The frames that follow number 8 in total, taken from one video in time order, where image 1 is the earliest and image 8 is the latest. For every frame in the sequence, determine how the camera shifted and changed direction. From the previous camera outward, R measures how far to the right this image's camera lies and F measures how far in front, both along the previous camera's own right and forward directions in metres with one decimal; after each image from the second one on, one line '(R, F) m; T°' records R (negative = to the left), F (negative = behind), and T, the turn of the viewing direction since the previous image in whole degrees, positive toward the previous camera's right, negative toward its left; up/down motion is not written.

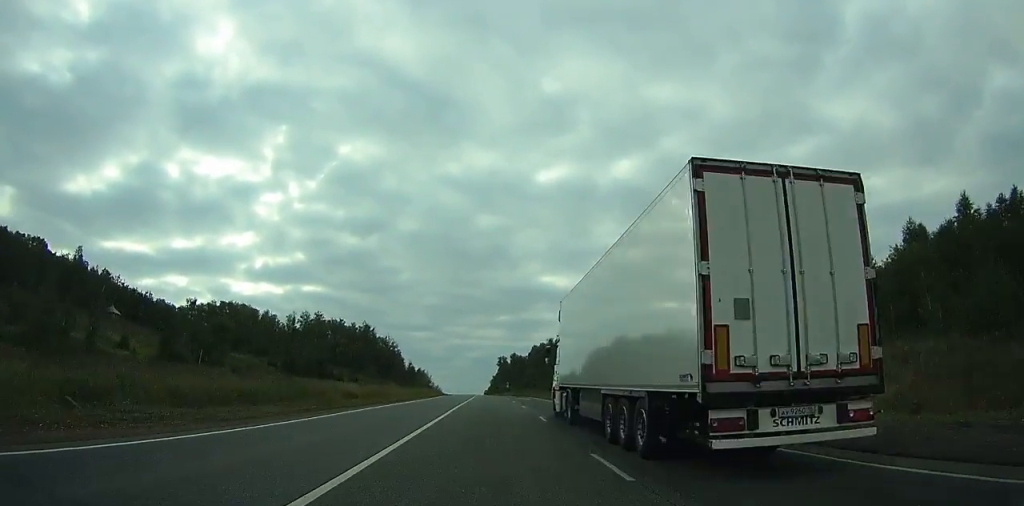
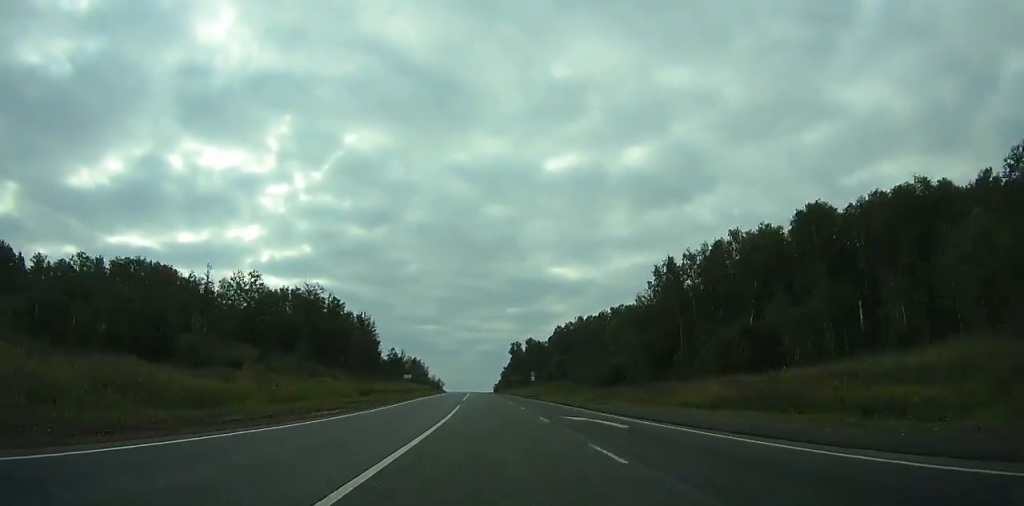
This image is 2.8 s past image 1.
(-0.3, +68.9) m; -1°
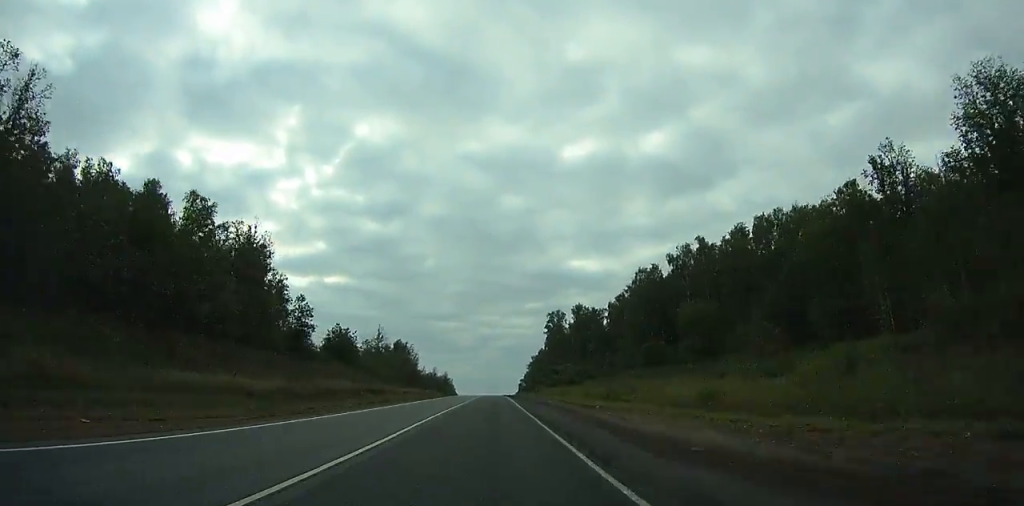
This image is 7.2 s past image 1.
(-2.1, +109.0) m; -2°
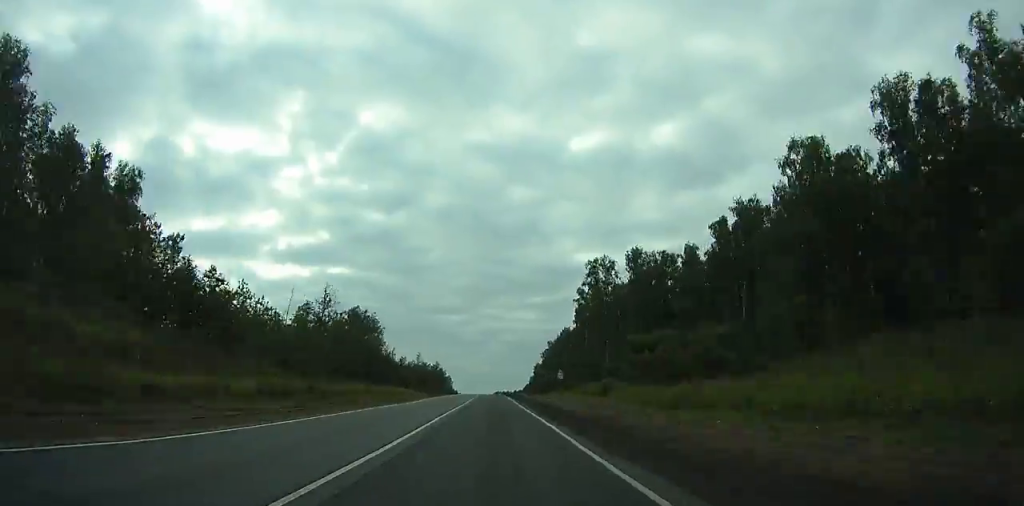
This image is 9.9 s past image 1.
(-0.1, +67.8) m; 0°
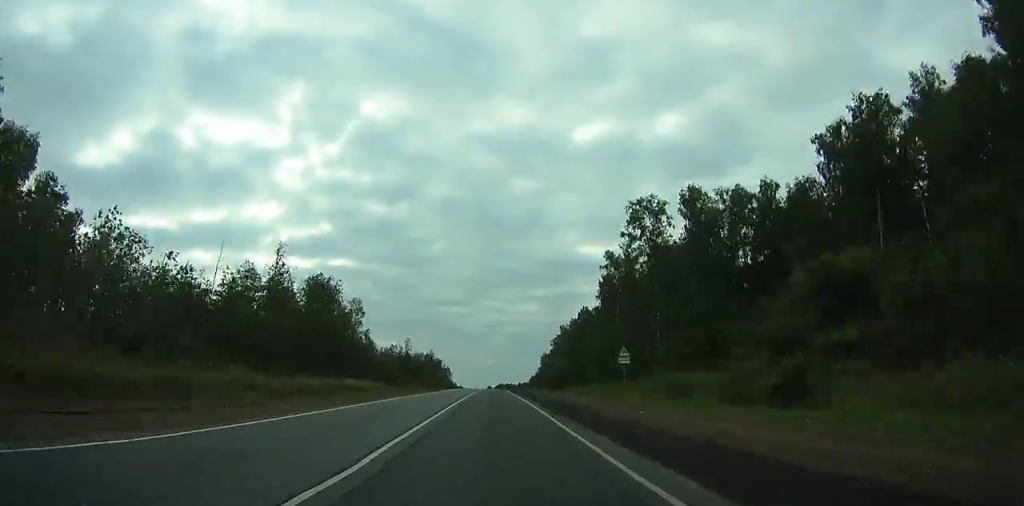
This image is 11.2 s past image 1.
(0.0, +33.0) m; 0°
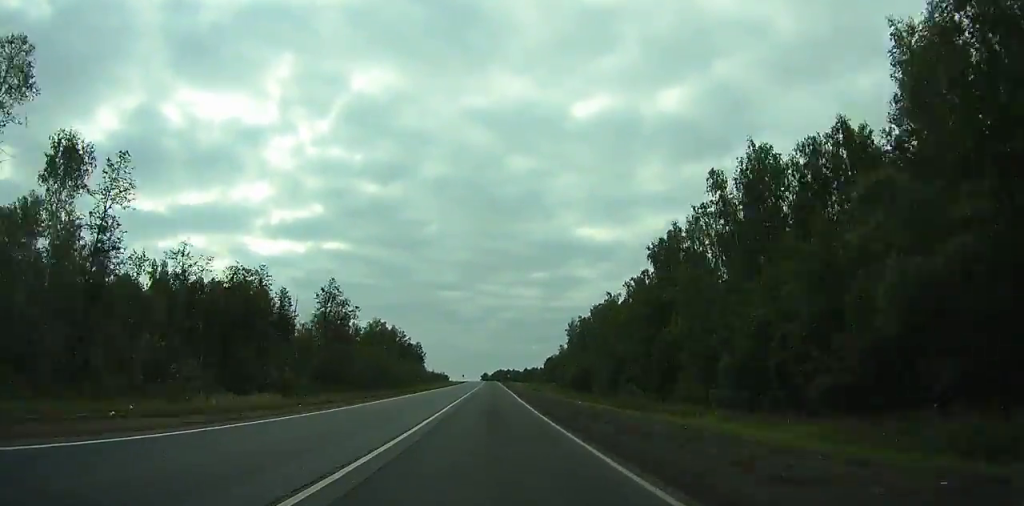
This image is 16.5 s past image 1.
(0.0, +136.6) m; 0°
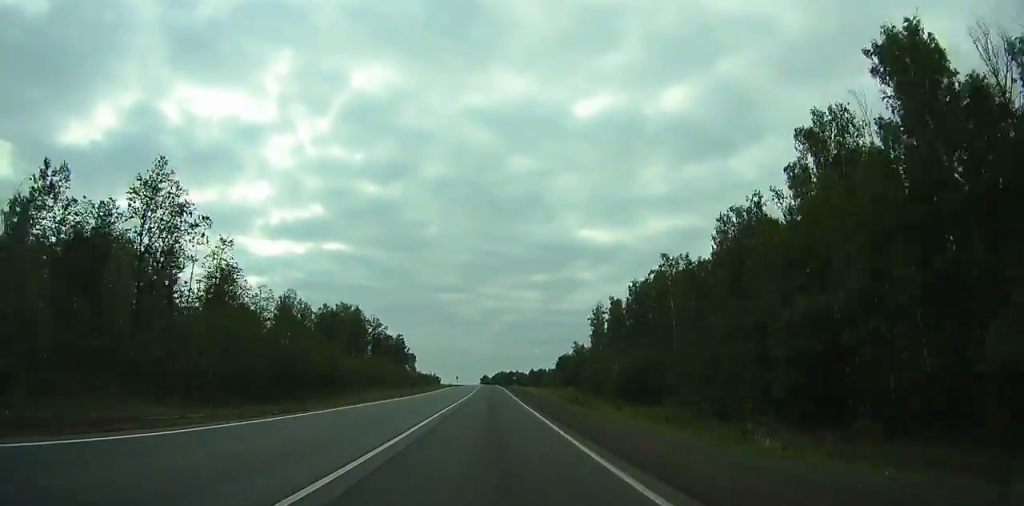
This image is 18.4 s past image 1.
(0.0, +49.7) m; 0°
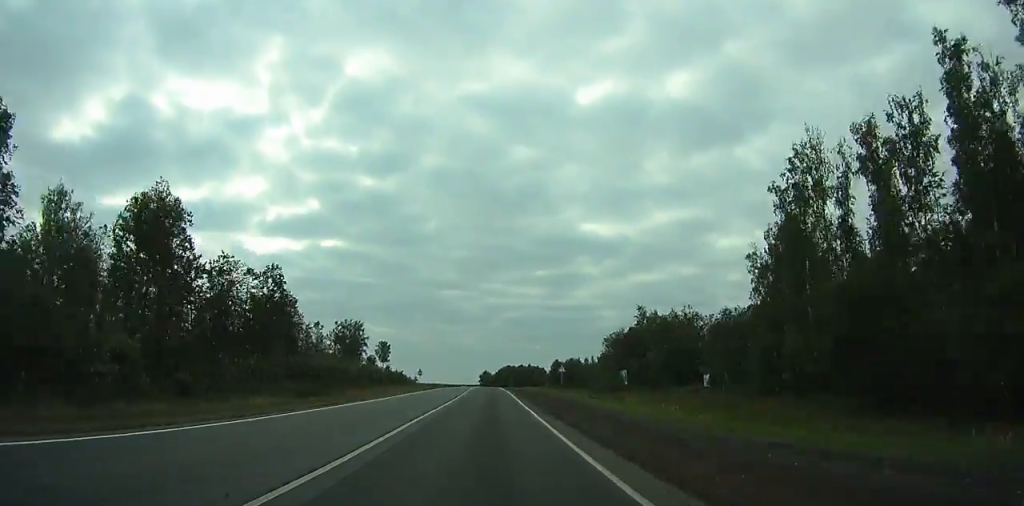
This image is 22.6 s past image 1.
(-0.2, +110.6) m; -1°
